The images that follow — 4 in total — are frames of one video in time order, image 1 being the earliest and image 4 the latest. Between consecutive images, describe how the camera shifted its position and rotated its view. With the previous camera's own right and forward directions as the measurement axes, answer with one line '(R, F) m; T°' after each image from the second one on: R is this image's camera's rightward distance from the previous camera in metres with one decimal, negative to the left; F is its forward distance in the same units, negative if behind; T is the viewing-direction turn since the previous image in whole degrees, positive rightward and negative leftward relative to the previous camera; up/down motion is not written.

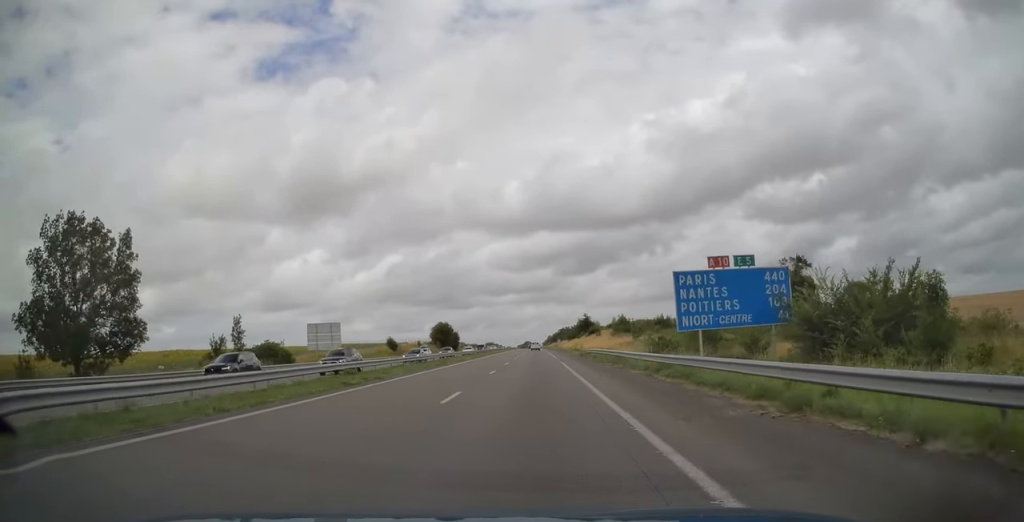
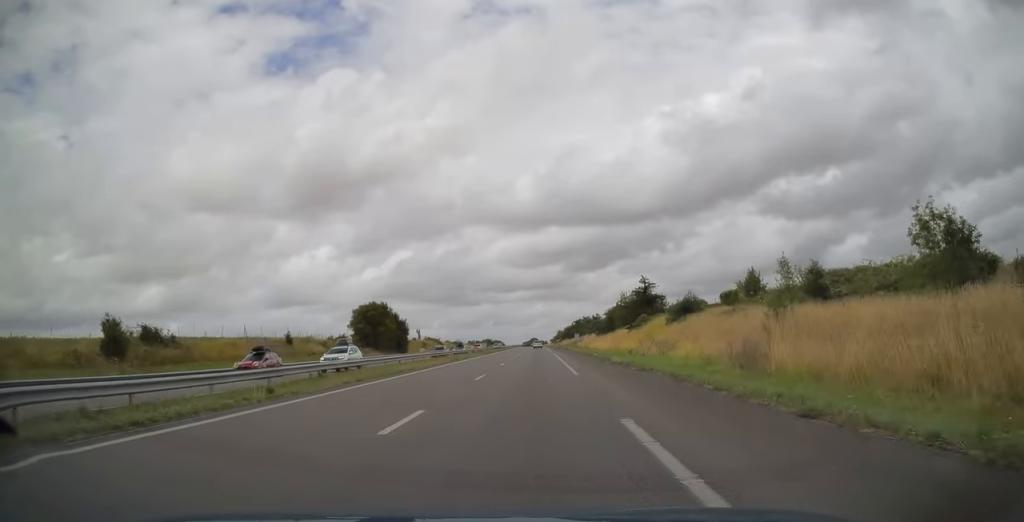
(-0.6, +82.0) m; -1°
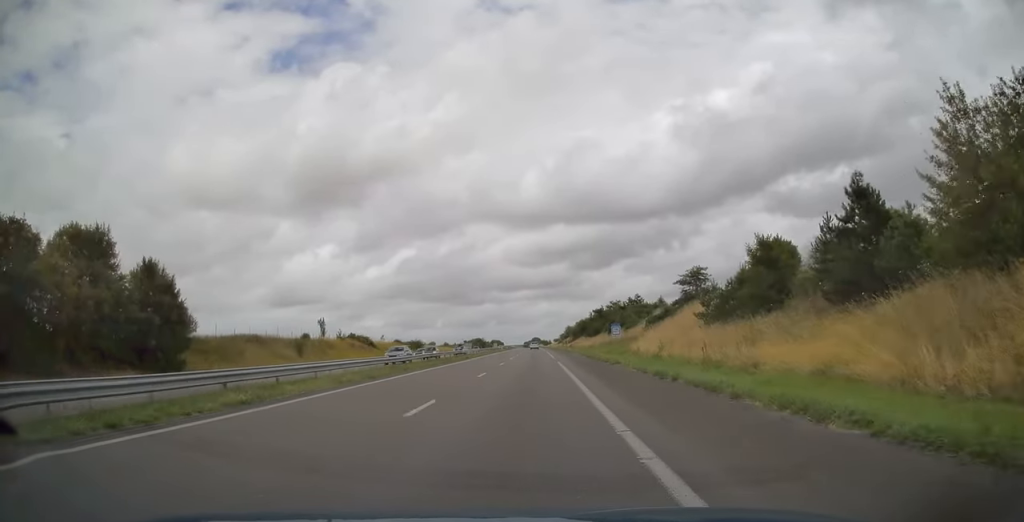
(-0.1, +74.8) m; 0°
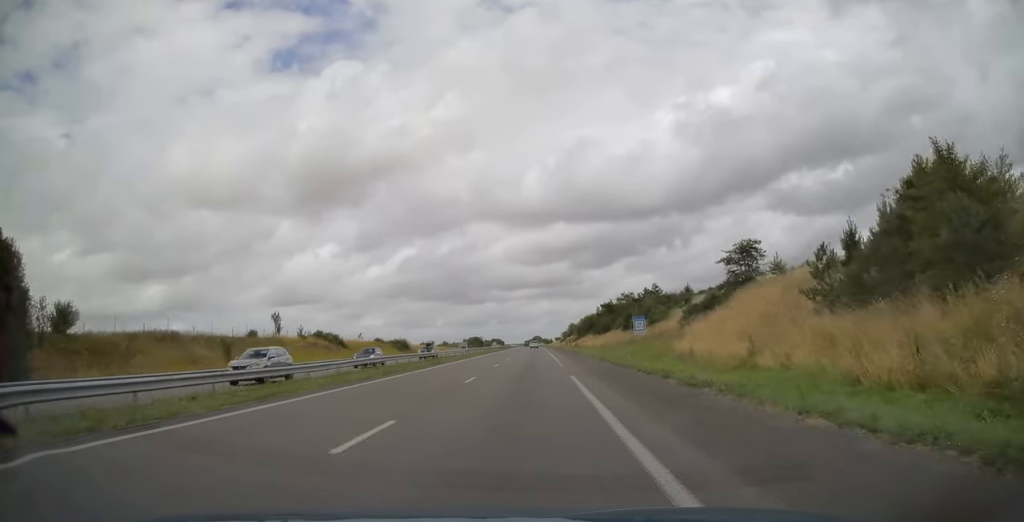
(0.0, +16.7) m; 0°
